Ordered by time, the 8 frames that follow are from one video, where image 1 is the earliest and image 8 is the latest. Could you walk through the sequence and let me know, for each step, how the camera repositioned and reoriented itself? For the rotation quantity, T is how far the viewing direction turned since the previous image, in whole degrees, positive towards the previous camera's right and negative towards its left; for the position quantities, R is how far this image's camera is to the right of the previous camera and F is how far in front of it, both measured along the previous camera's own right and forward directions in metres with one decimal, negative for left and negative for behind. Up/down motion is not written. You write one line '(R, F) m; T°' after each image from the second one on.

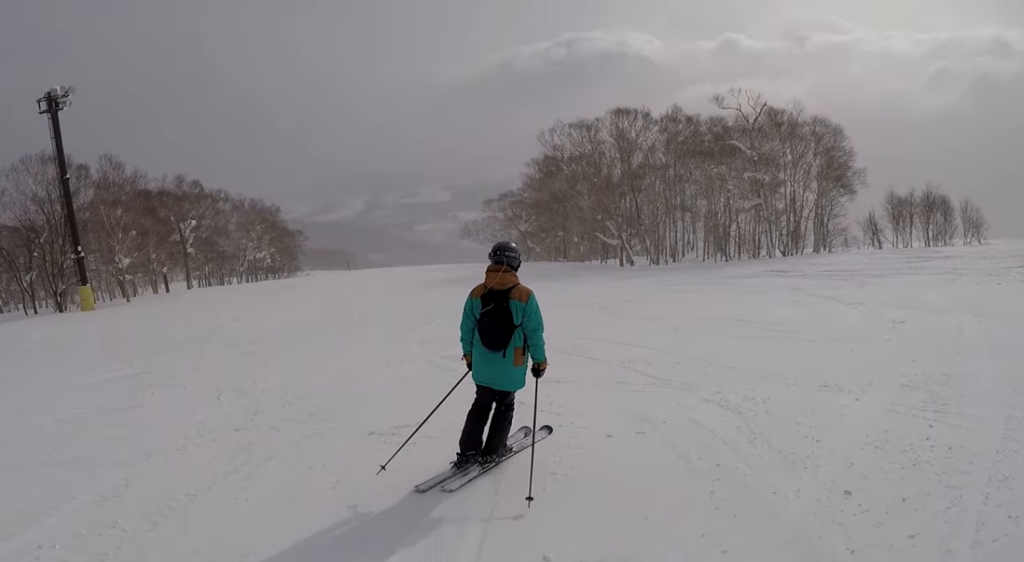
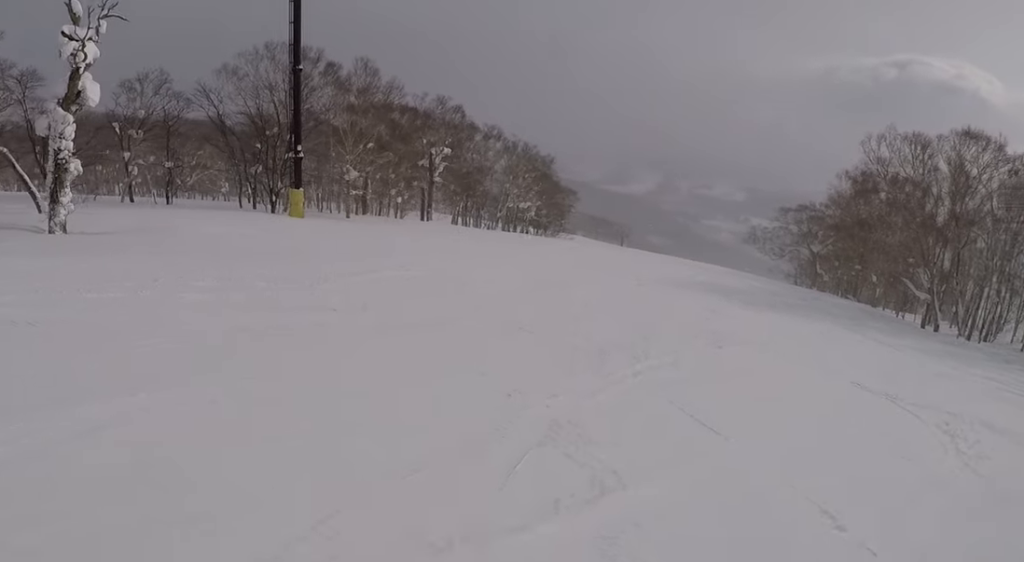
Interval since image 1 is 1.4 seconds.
(-2.9, +8.7) m; -17°
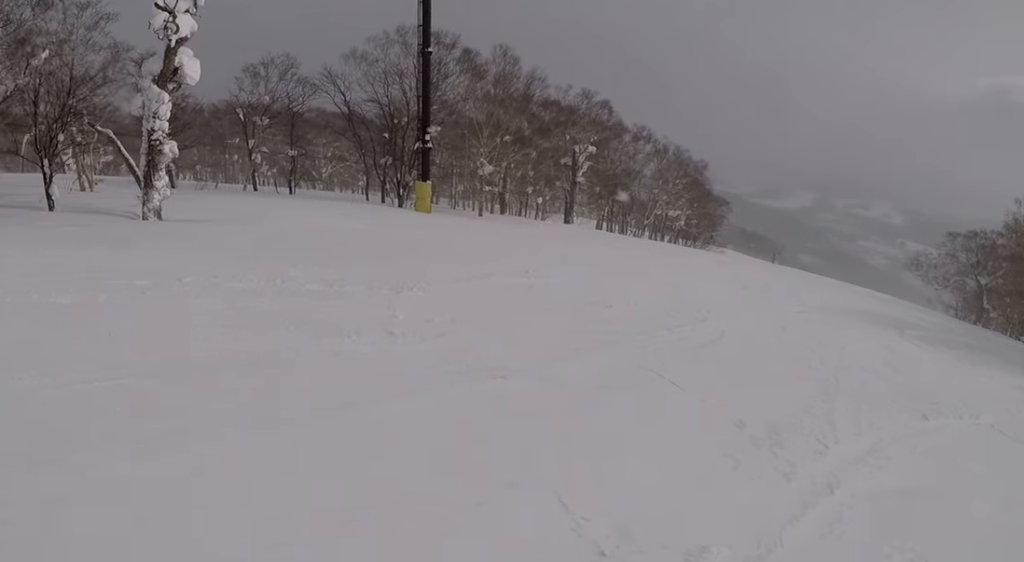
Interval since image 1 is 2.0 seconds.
(+0.1, +3.9) m; +4°
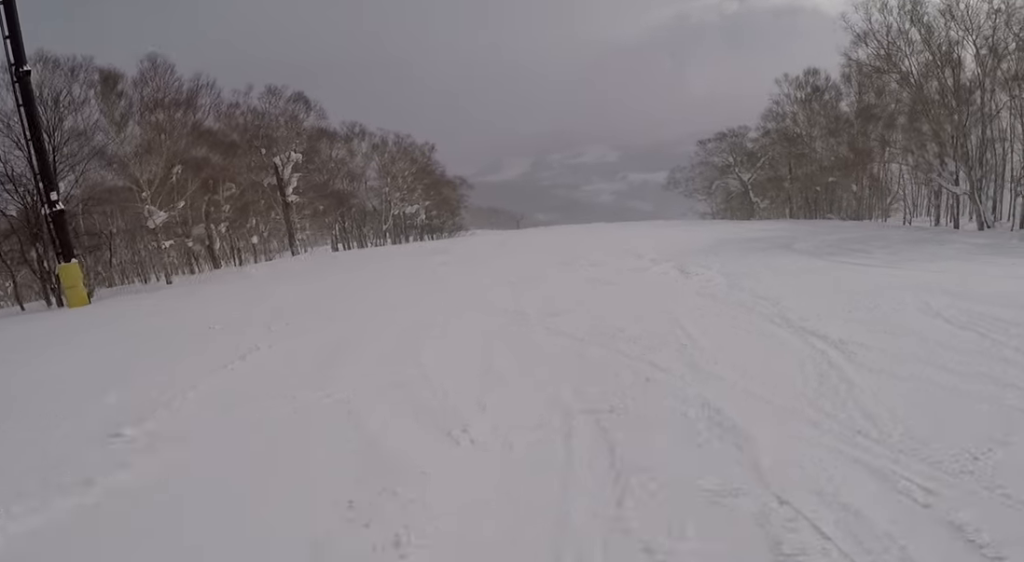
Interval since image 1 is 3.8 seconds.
(+2.5, +13.1) m; +18°
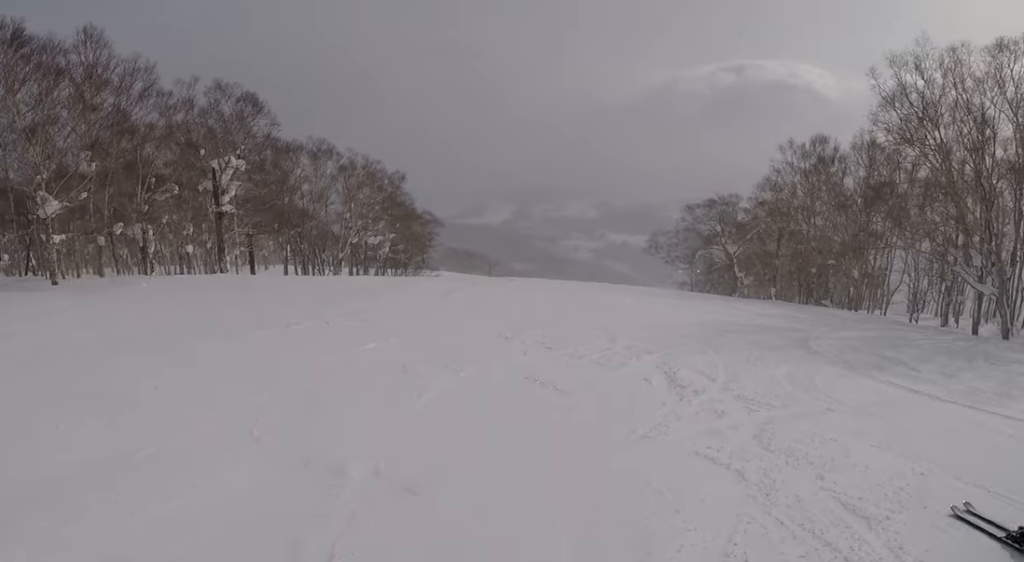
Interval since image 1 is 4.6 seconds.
(+1.2, +6.0) m; -9°
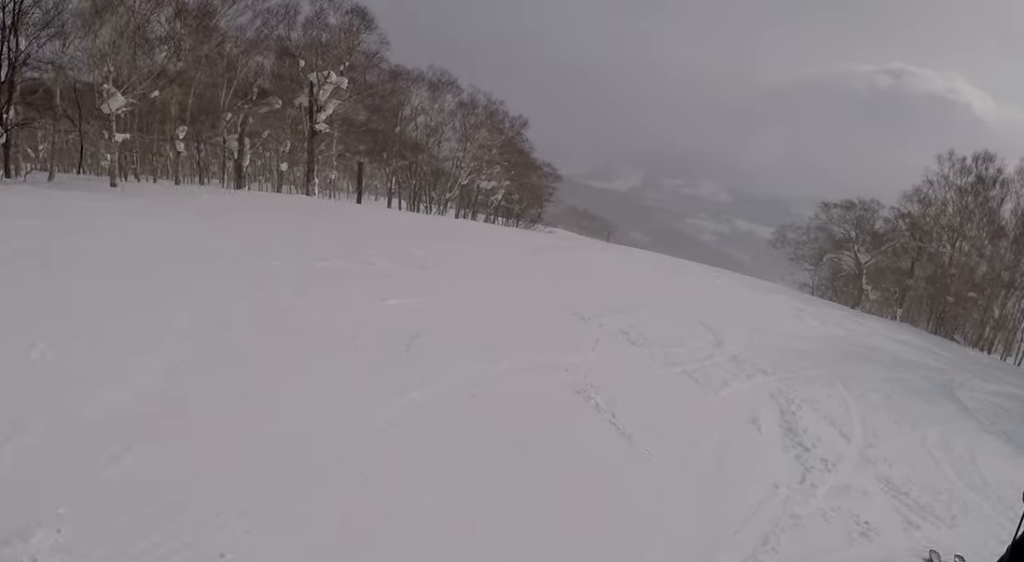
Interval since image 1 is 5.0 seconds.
(-1.1, +3.3) m; -9°
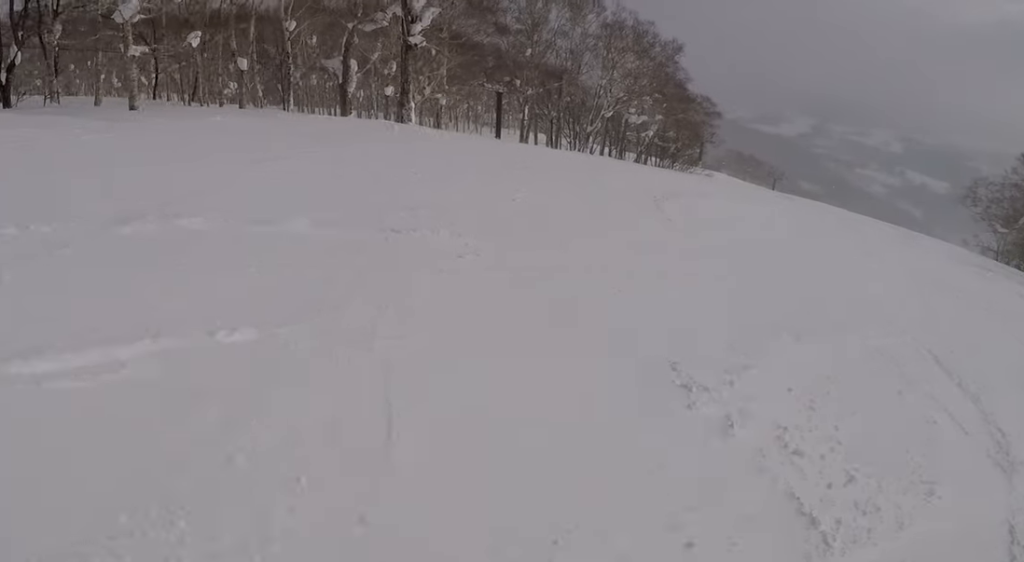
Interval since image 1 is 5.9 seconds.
(-1.5, +7.0) m; -6°
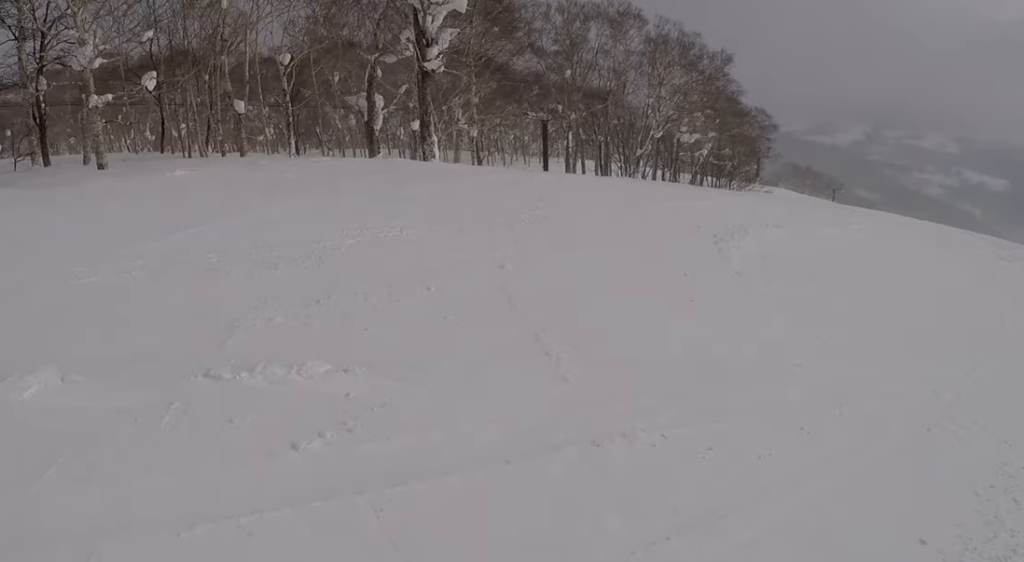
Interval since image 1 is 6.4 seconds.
(-0.6, +3.8) m; +10°
